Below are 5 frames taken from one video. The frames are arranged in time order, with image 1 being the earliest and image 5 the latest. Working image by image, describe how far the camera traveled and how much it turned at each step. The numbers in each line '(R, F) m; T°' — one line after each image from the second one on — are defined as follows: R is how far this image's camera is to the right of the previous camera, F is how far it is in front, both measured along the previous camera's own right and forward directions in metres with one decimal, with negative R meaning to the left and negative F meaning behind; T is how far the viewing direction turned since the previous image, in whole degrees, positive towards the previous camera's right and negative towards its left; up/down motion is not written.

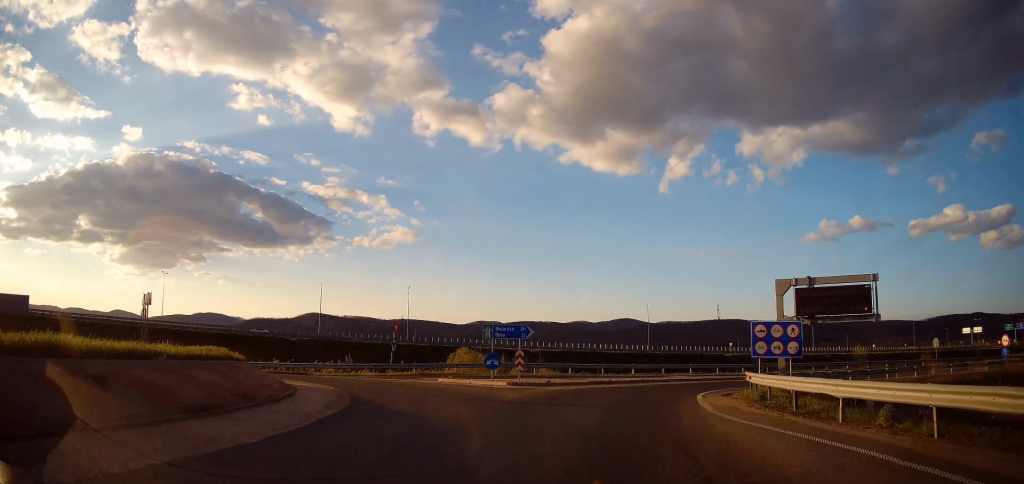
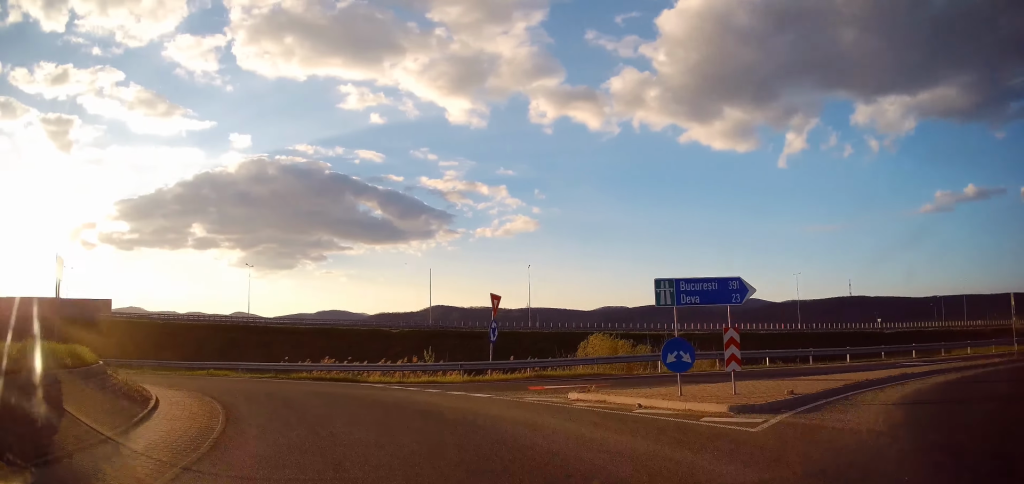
(+0.6, +12.6) m; -2°
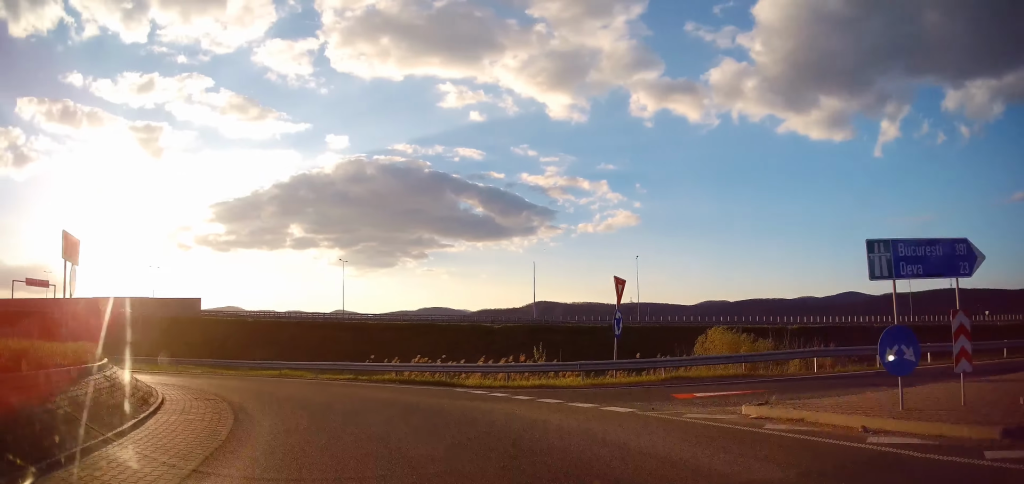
(+0.1, +4.1) m; -7°
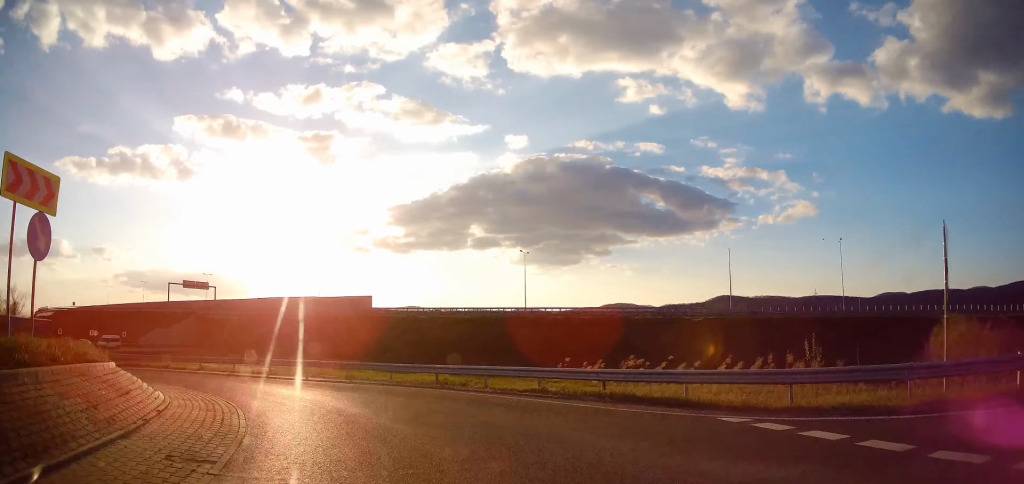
(-1.3, +7.4) m; -16°
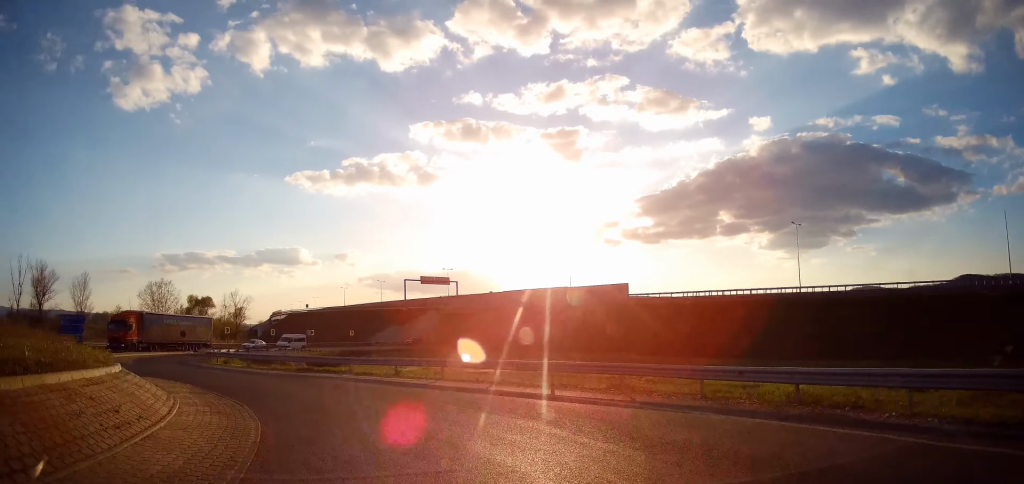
(-1.7, +9.8) m; -24°
